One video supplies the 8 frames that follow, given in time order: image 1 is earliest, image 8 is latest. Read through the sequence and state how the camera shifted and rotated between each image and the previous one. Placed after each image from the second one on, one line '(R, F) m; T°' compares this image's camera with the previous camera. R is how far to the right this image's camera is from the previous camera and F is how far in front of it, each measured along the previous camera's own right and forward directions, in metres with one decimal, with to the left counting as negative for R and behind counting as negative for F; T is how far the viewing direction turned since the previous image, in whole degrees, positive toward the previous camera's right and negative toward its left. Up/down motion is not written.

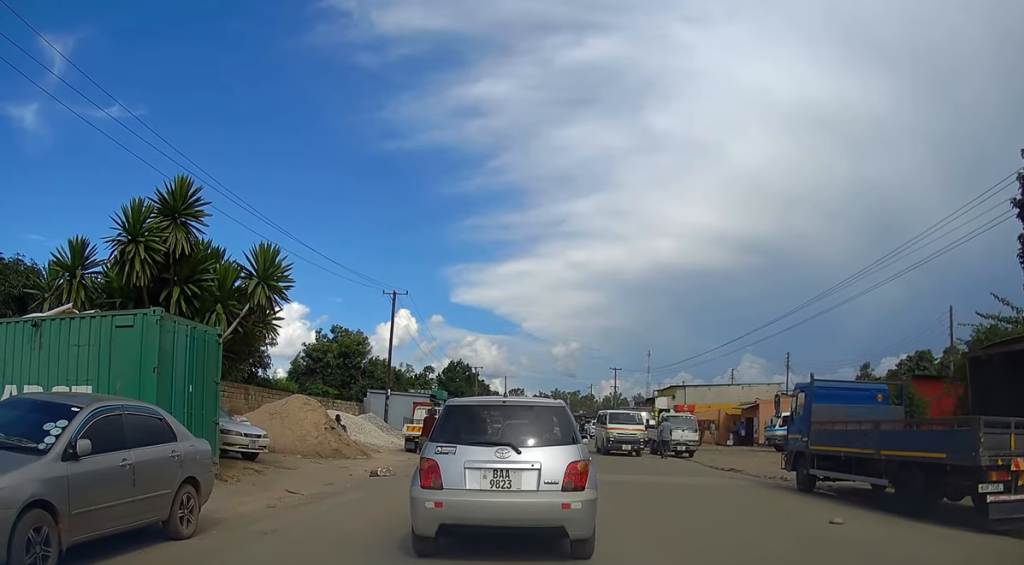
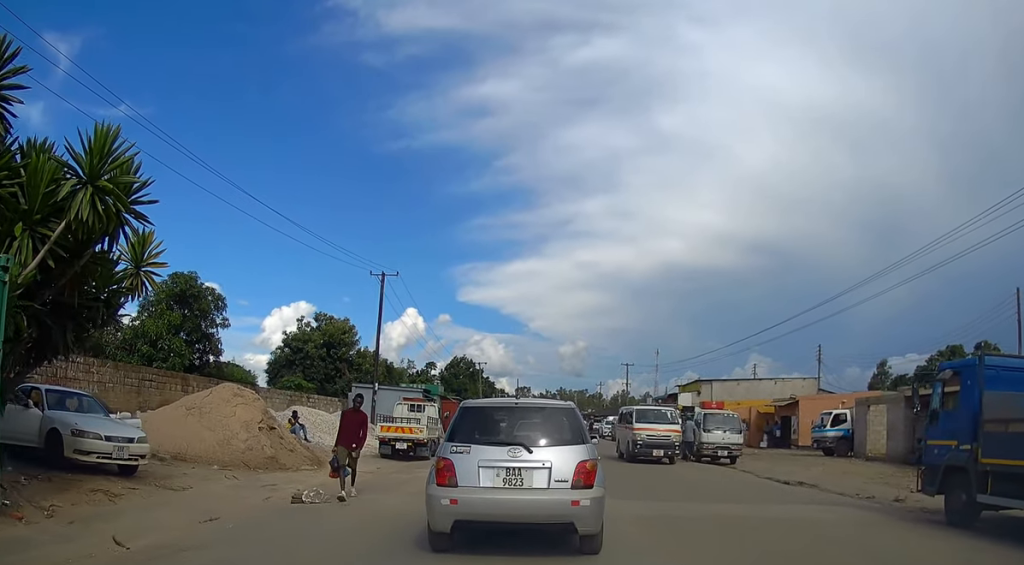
(-0.2, +6.1) m; -1°
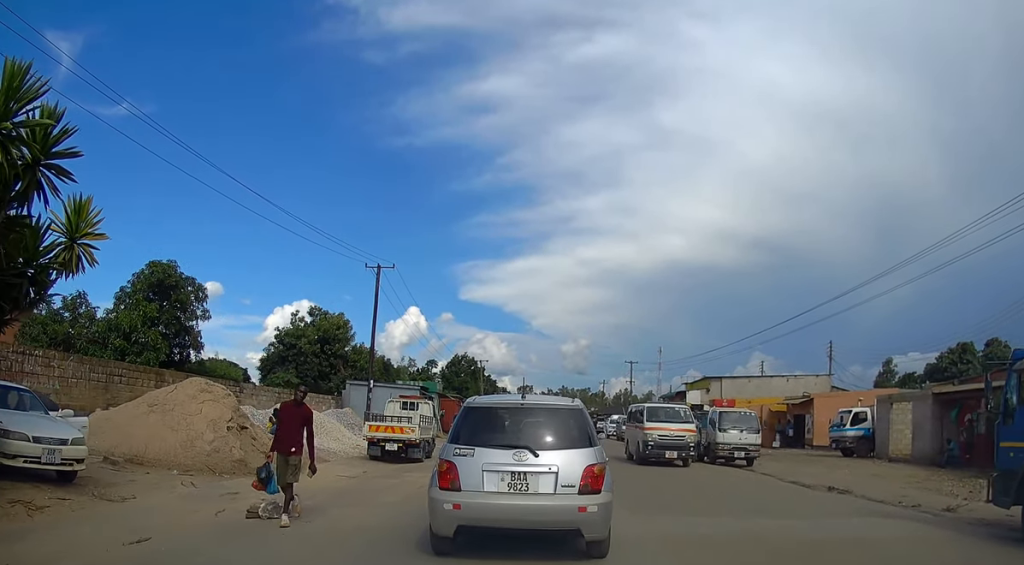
(0.0, +2.0) m; +1°
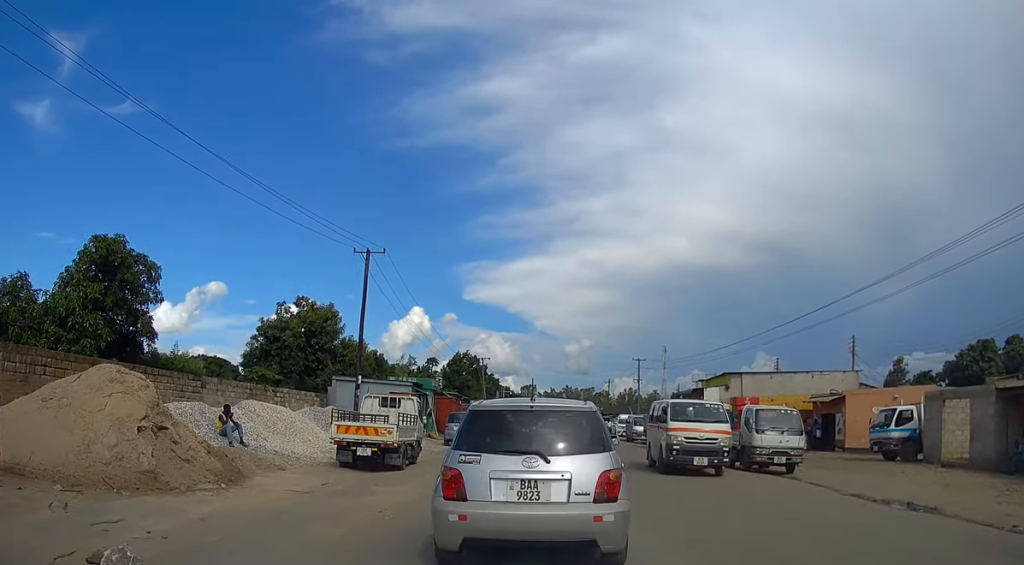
(+0.1, +3.9) m; 0°
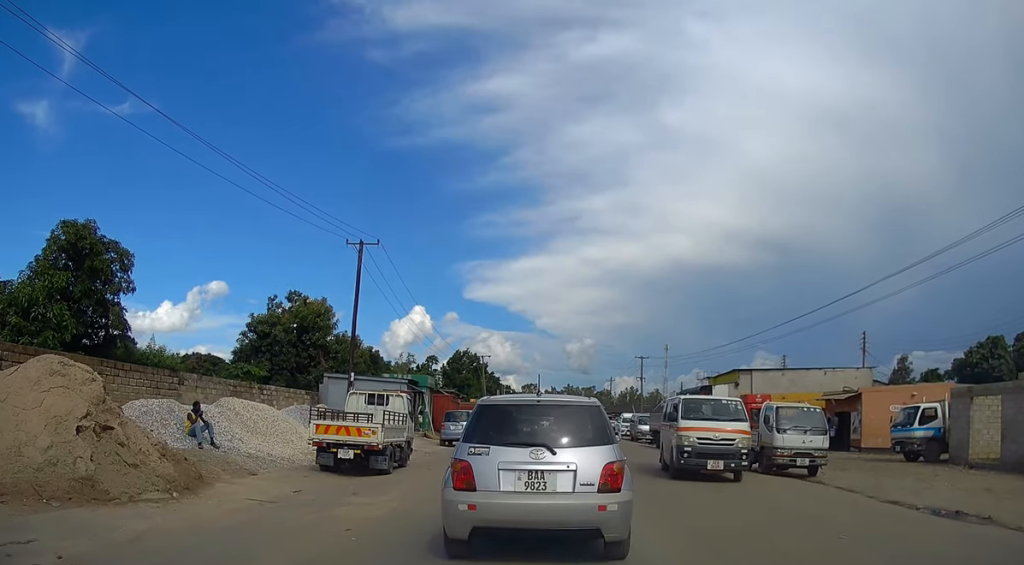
(0.0, +1.8) m; -2°
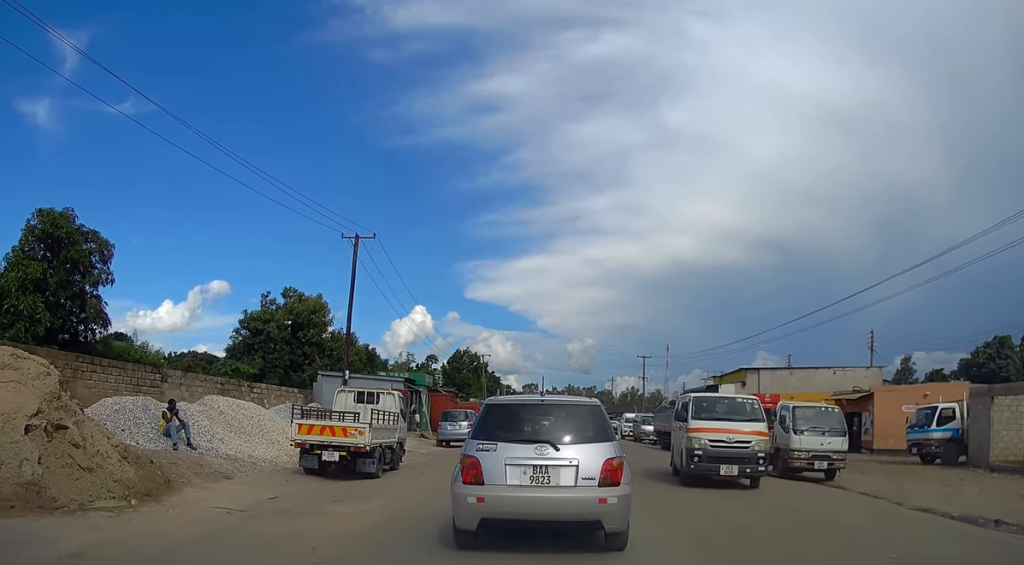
(0.0, +1.2) m; -1°
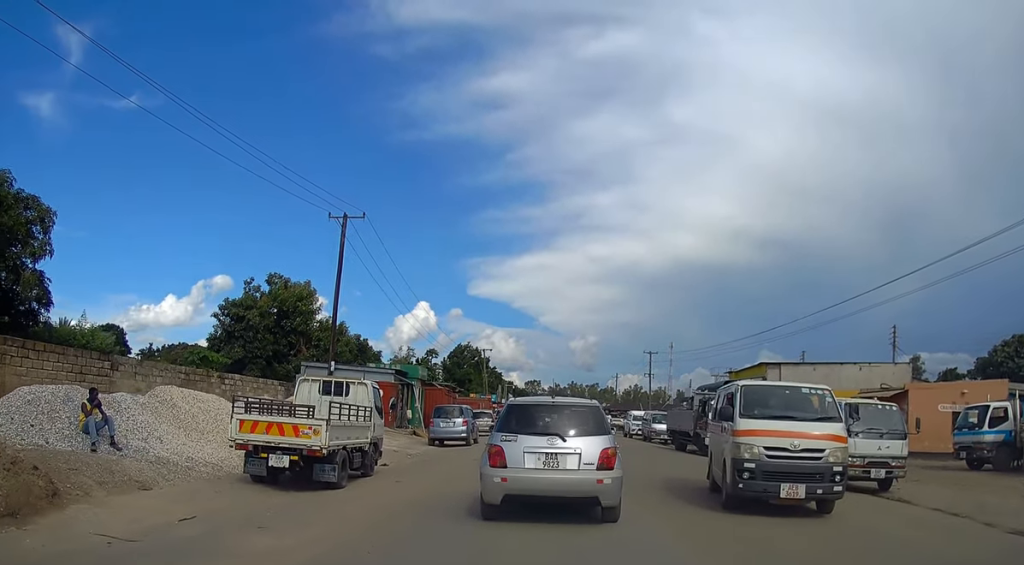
(-0.1, +3.2) m; 0°
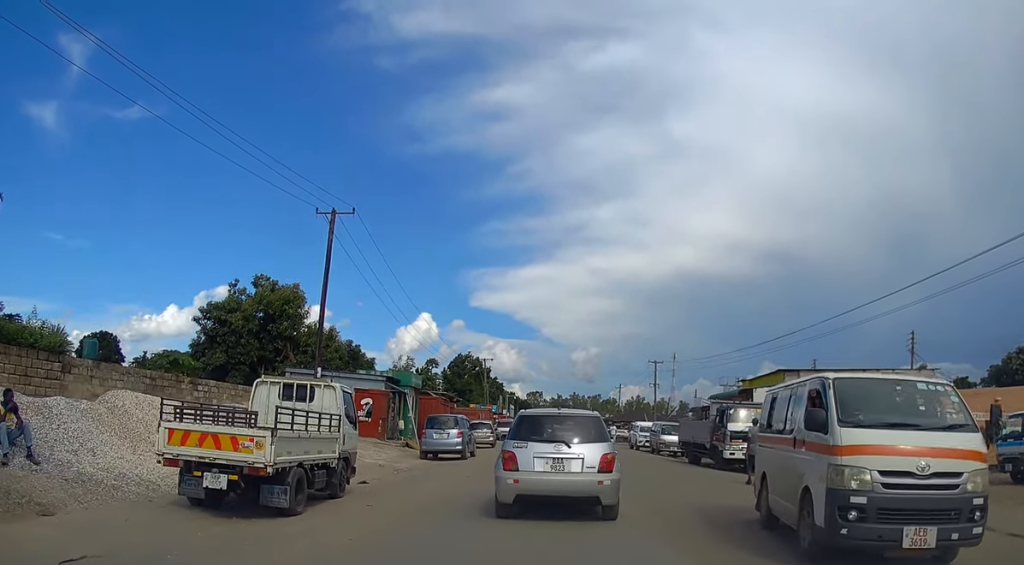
(+0.1, +2.4) m; +1°
